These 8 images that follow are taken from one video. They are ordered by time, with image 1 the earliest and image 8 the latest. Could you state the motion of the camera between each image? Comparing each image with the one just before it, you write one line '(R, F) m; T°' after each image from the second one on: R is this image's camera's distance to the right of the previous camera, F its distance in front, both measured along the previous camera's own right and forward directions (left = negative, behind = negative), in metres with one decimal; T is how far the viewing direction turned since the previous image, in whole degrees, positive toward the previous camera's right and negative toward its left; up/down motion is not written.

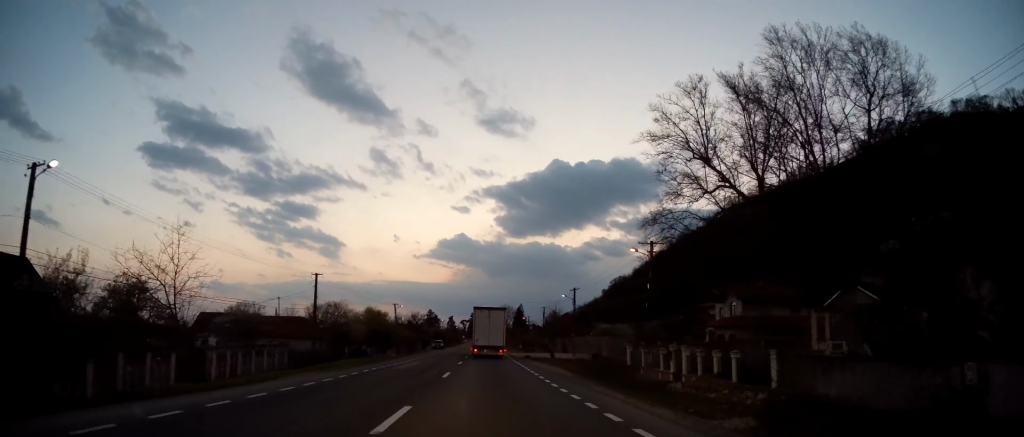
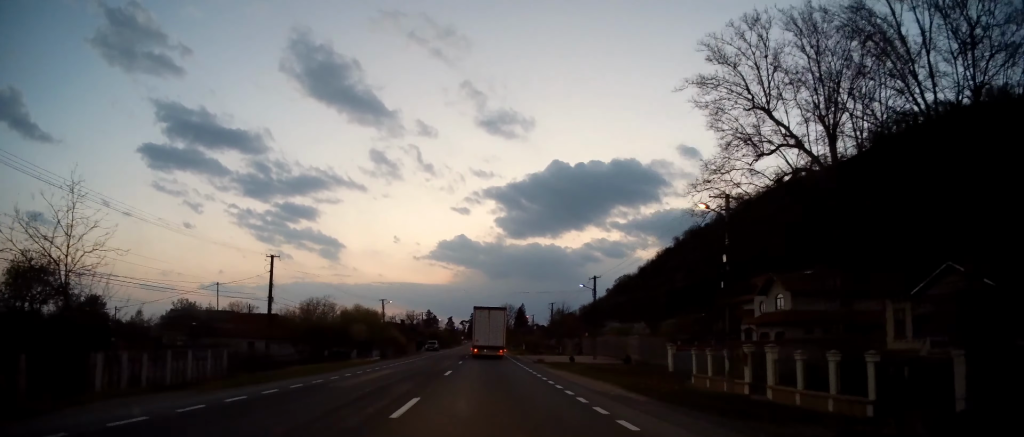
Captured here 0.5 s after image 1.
(-0.1, +10.6) m; -1°
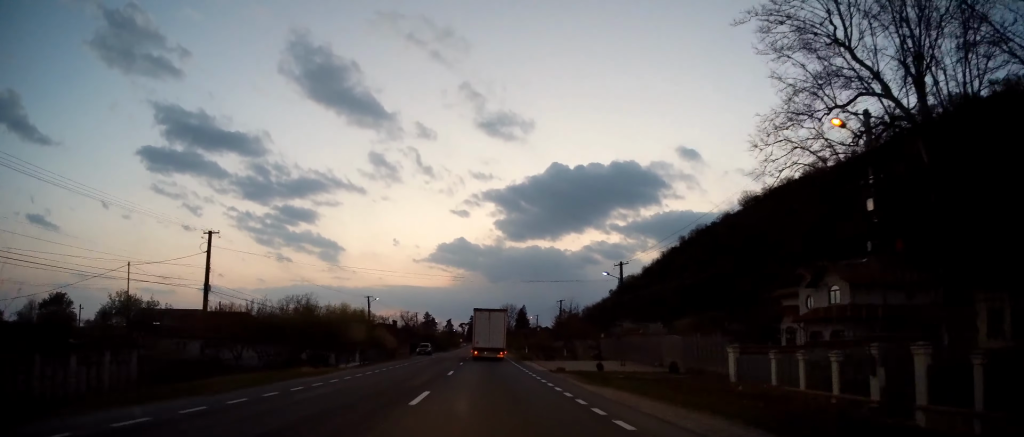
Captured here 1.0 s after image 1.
(0.0, +9.5) m; 0°
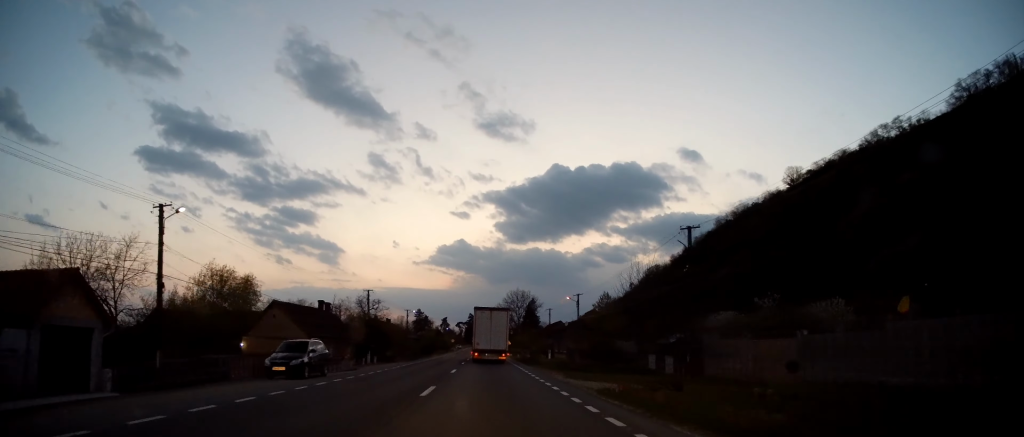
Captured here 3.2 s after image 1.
(+0.7, +45.4) m; +1°
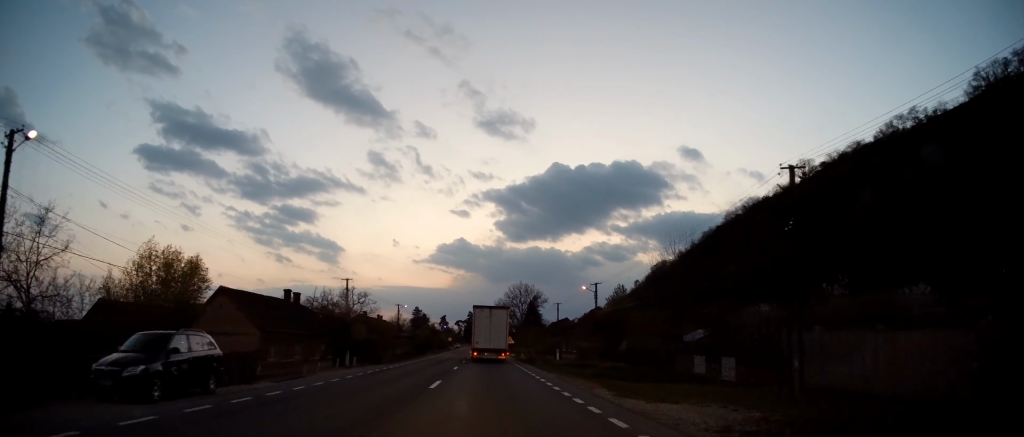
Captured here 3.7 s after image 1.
(0.0, +9.8) m; 0°
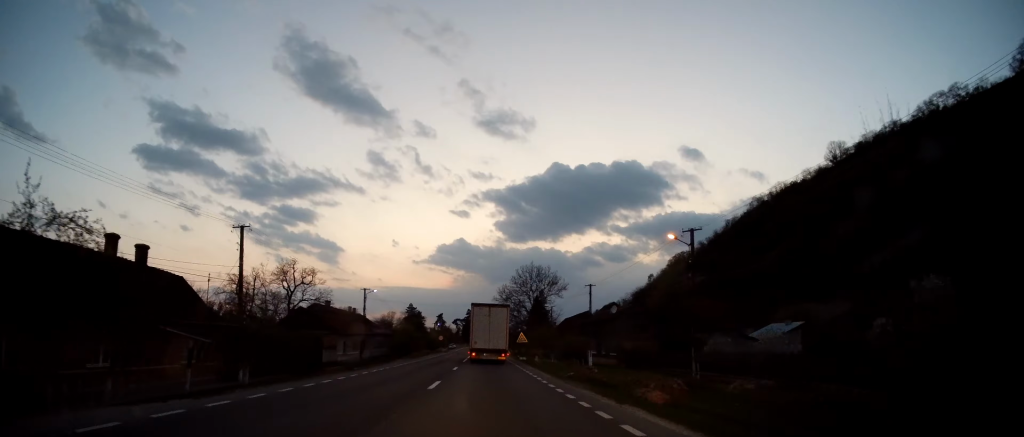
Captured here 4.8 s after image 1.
(-0.4, +24.0) m; 0°
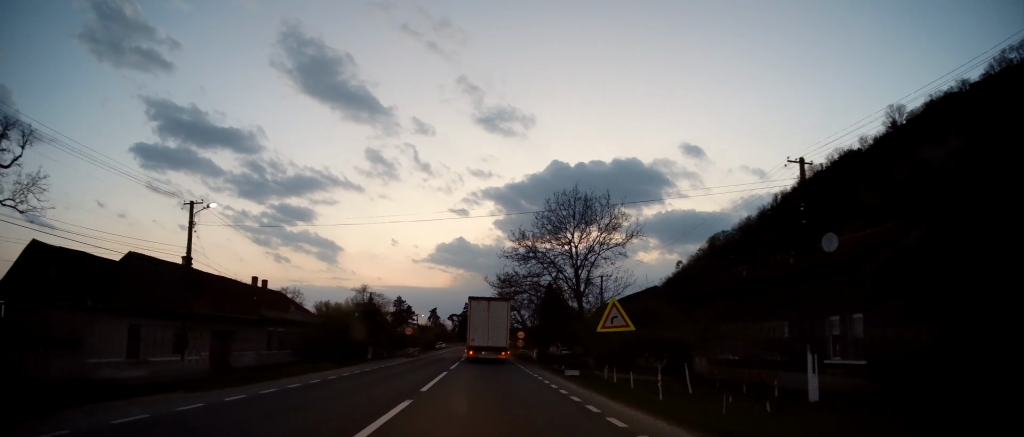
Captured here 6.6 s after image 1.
(0.0, +37.9) m; 0°
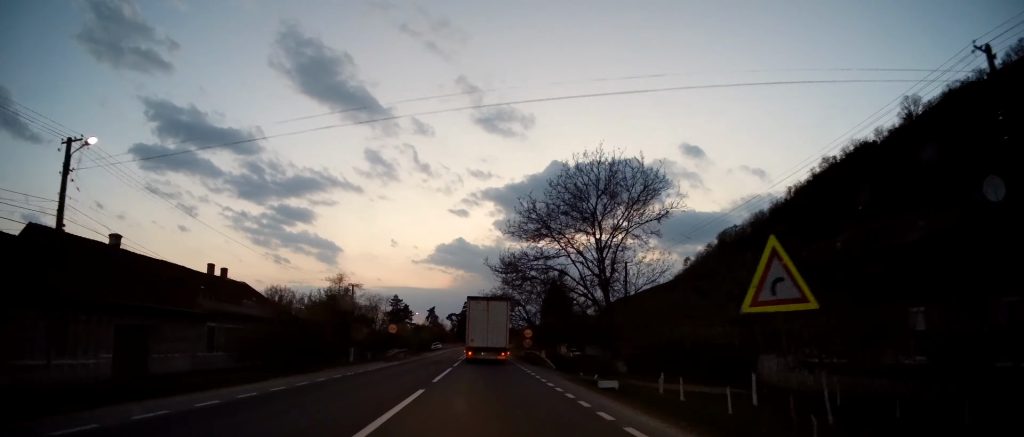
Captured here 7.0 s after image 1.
(+0.2, +9.0) m; 0°
